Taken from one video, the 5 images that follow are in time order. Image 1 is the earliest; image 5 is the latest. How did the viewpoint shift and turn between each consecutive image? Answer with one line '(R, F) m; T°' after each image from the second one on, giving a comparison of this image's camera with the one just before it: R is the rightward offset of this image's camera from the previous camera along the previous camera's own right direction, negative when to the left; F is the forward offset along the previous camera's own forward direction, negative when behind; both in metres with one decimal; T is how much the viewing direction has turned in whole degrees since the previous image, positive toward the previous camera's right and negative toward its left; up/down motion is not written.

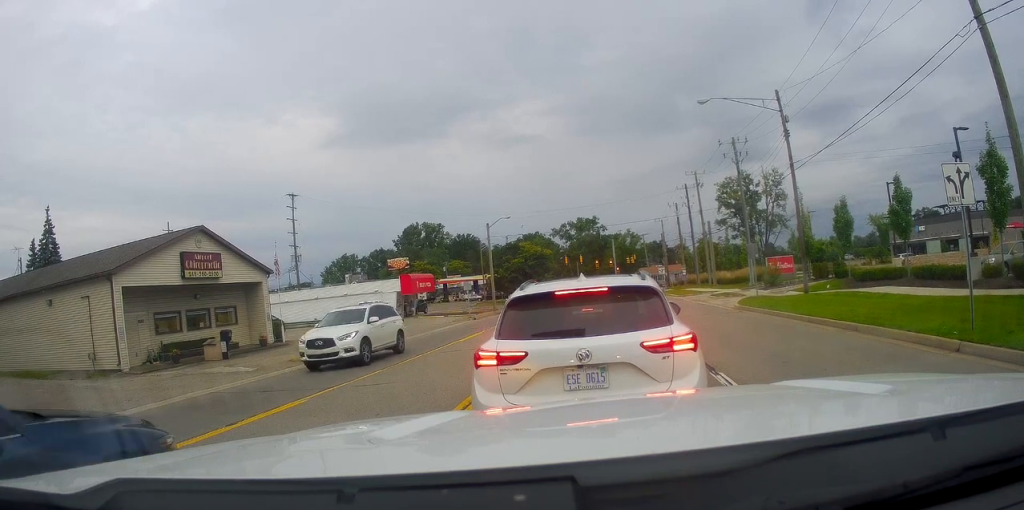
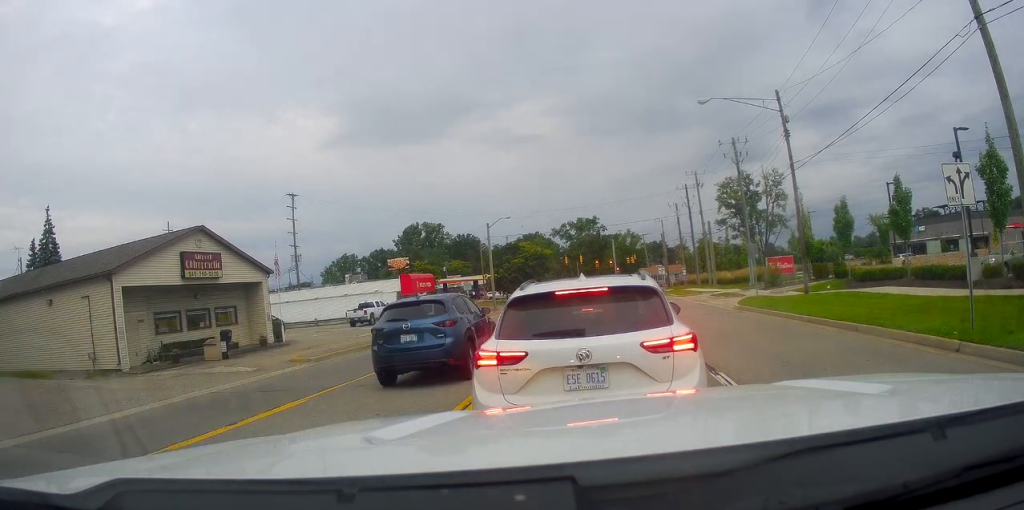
(-0.1, +0.6) m; 0°
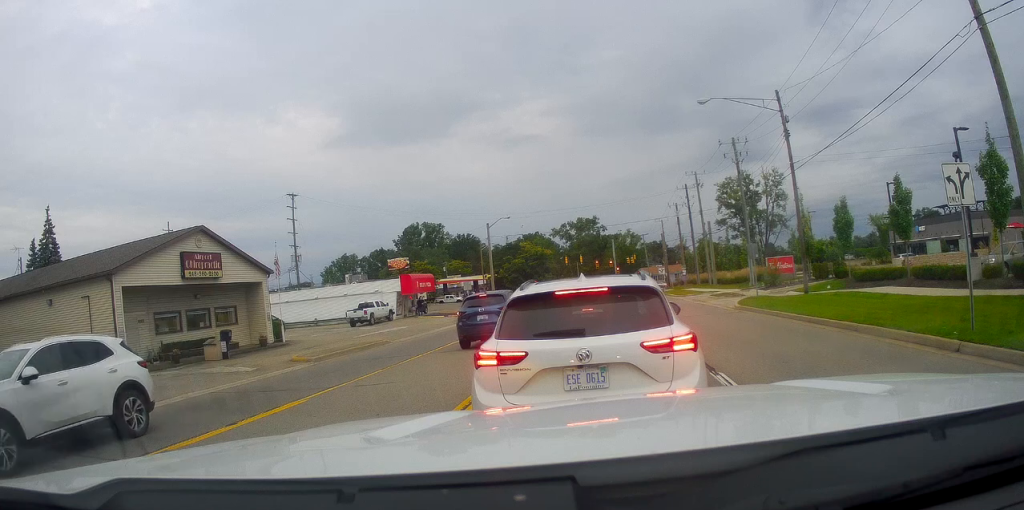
(0.0, 0.0) m; 0°
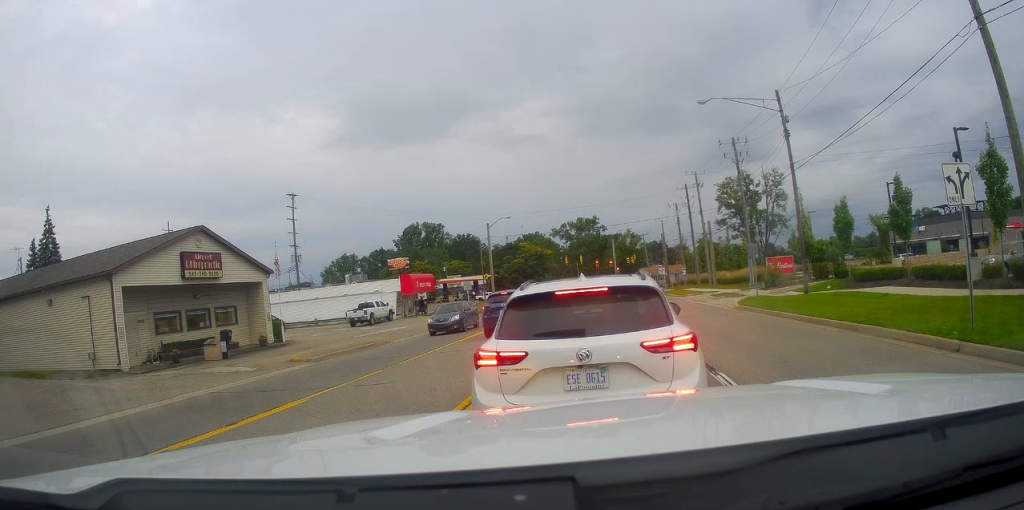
(0.0, 0.0) m; 0°
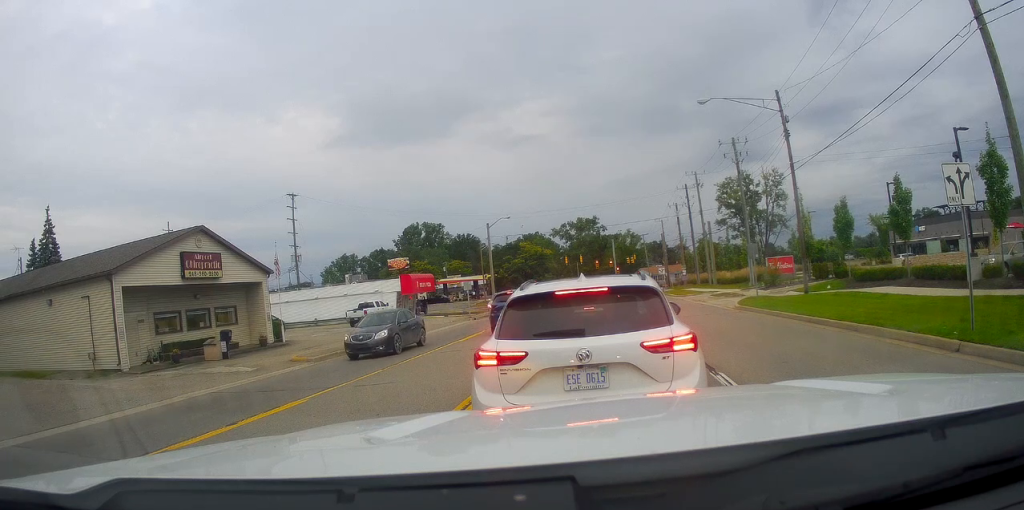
(0.0, 0.0) m; 0°
